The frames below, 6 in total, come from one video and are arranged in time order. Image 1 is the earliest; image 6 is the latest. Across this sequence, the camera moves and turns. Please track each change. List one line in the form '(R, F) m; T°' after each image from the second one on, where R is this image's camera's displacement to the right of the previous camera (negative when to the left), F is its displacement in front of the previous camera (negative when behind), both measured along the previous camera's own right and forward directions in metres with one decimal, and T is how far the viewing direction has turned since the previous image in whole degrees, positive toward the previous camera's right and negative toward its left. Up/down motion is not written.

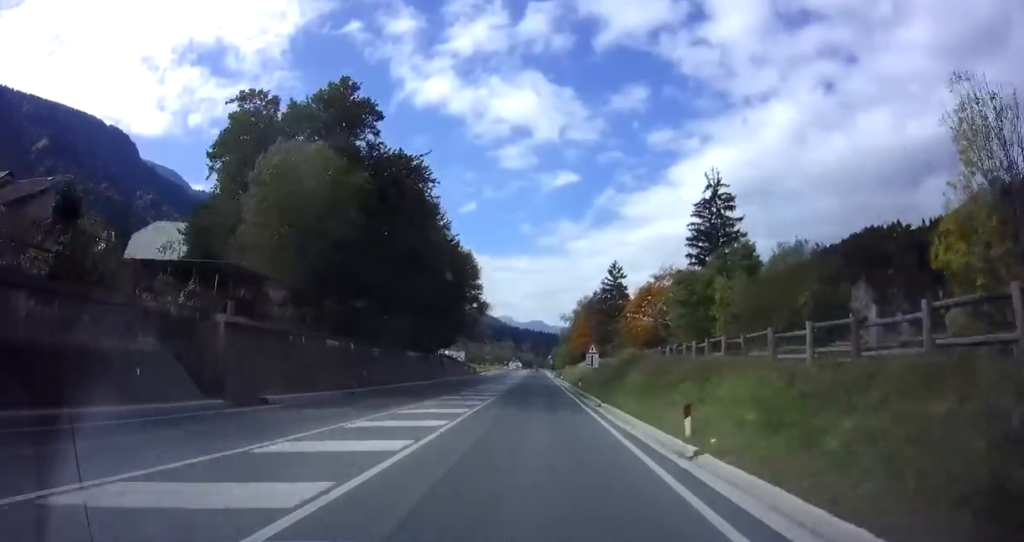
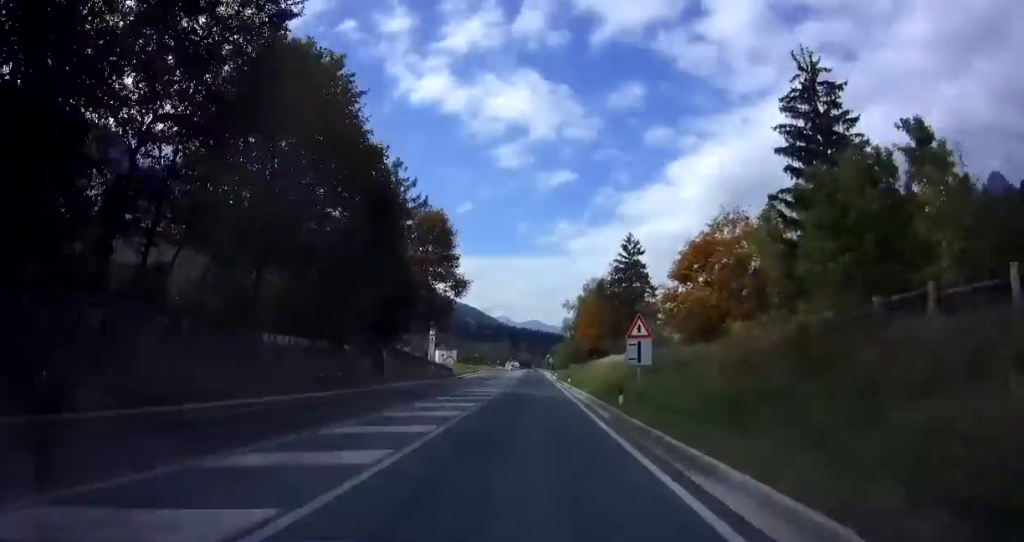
(0.0, +21.0) m; +1°
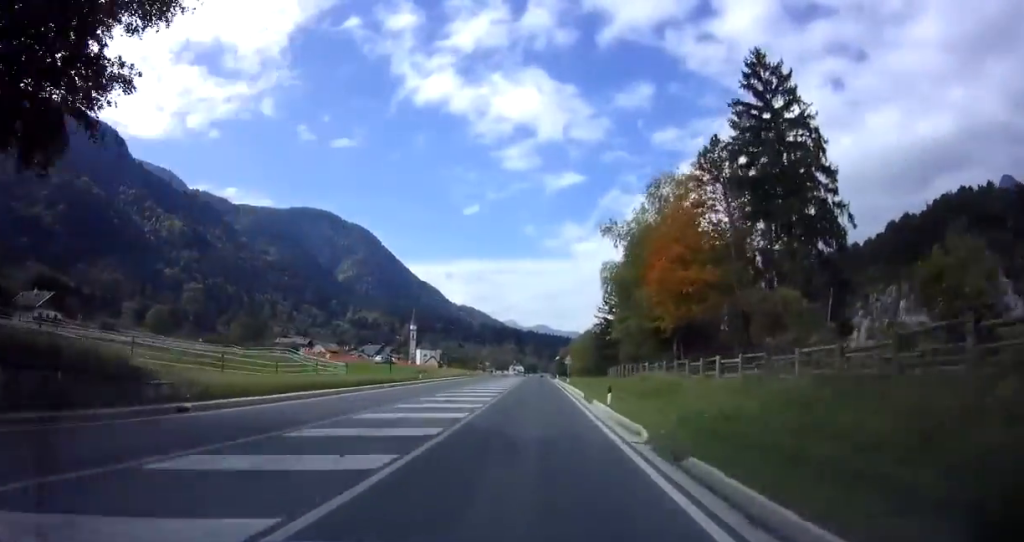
(+0.1, +53.1) m; -1°
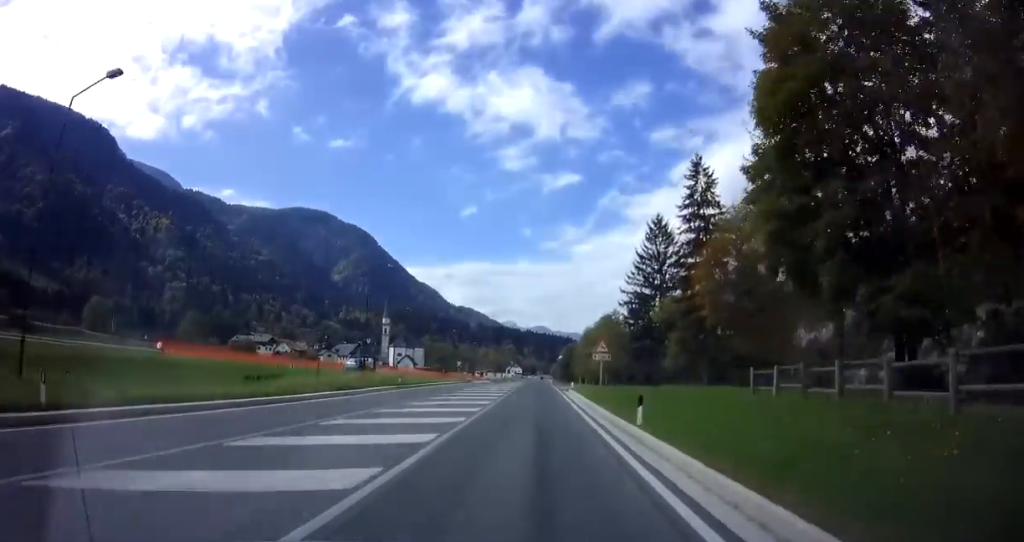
(-0.1, +36.8) m; 0°
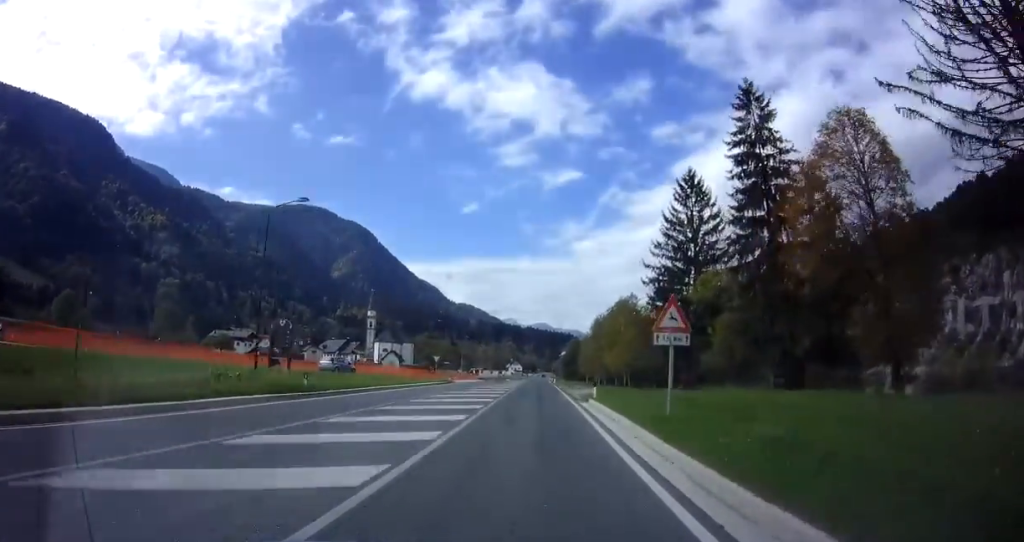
(0.0, +17.2) m; 0°
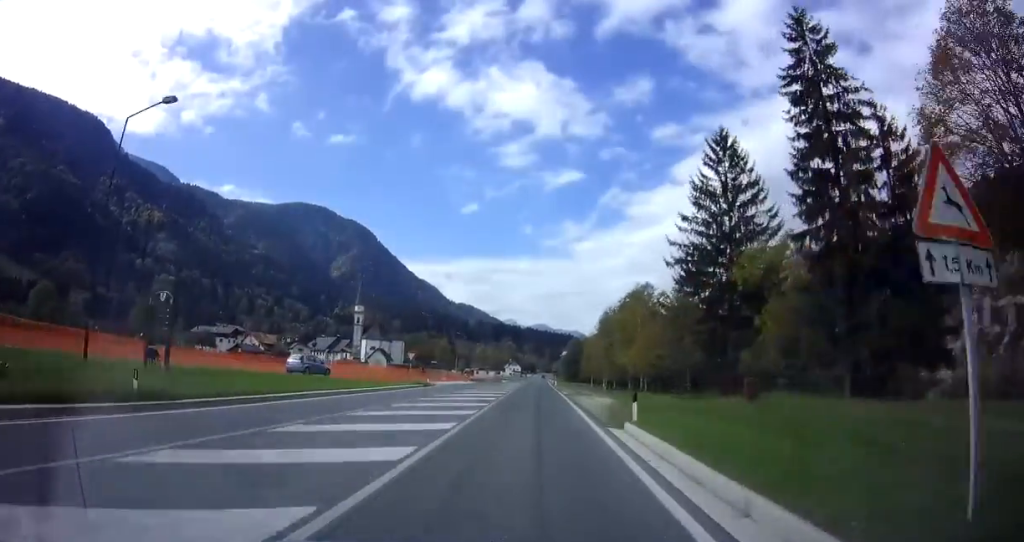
(+0.1, +10.9) m; -1°
